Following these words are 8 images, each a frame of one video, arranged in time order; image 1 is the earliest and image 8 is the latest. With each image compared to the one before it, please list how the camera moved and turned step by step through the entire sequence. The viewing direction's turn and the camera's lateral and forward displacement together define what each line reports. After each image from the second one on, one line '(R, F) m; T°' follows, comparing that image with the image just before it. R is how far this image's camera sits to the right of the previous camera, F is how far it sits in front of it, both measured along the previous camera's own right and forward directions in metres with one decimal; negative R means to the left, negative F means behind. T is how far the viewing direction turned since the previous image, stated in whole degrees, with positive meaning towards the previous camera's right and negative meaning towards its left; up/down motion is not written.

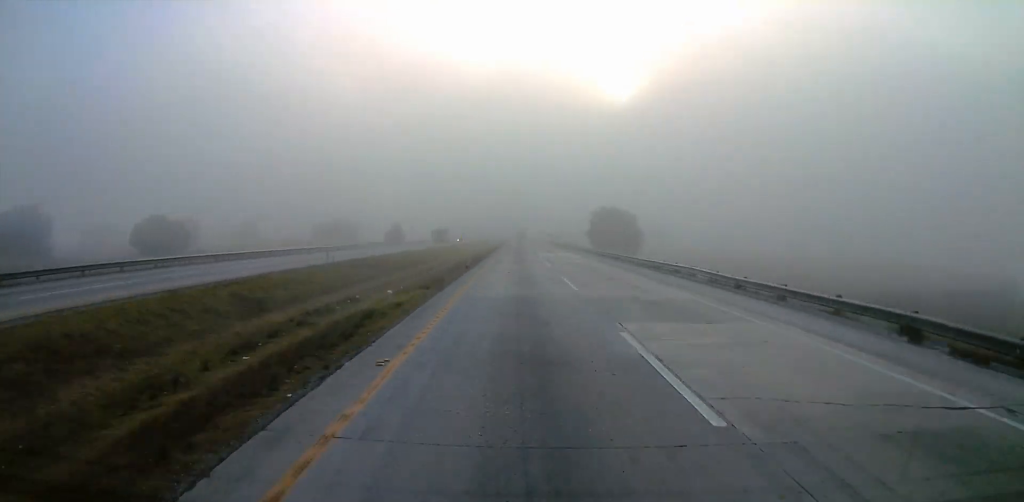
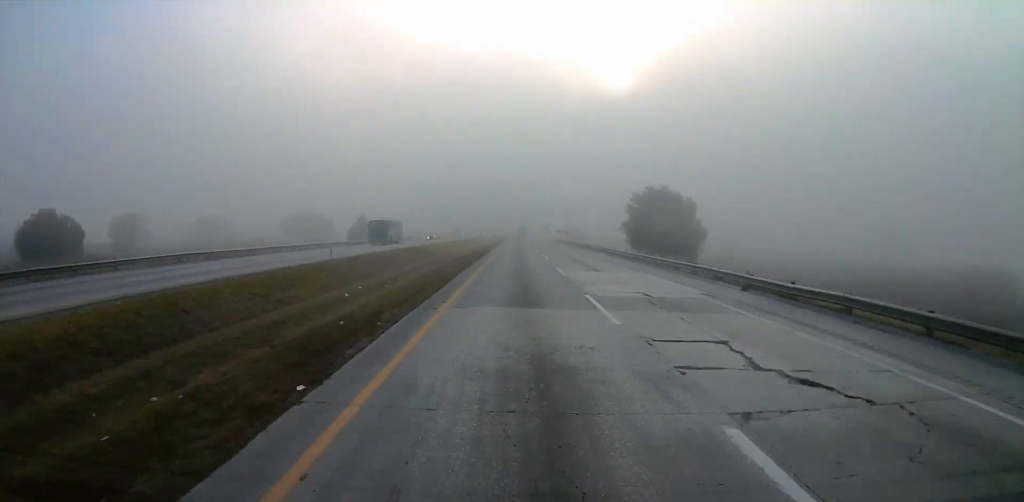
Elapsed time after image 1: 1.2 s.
(-0.3, +38.3) m; 0°
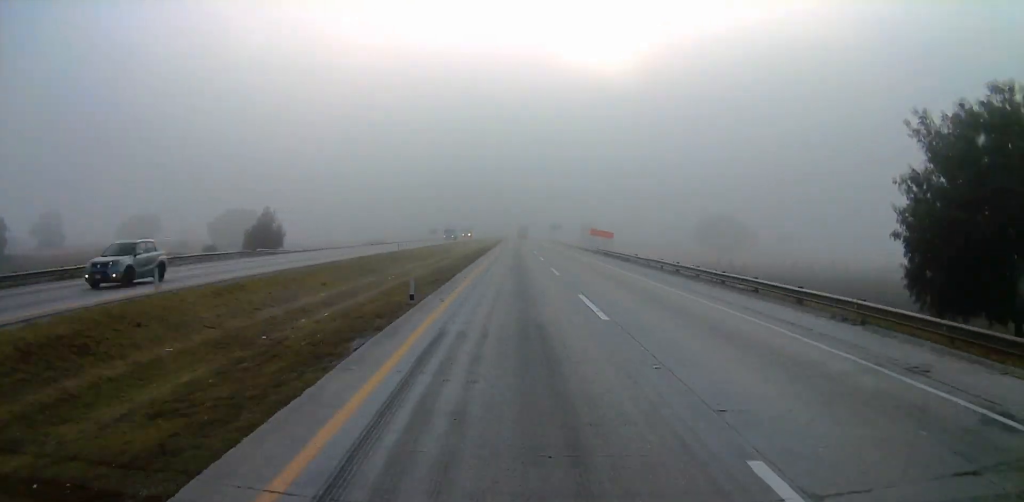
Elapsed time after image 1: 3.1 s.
(0.0, +57.9) m; -1°
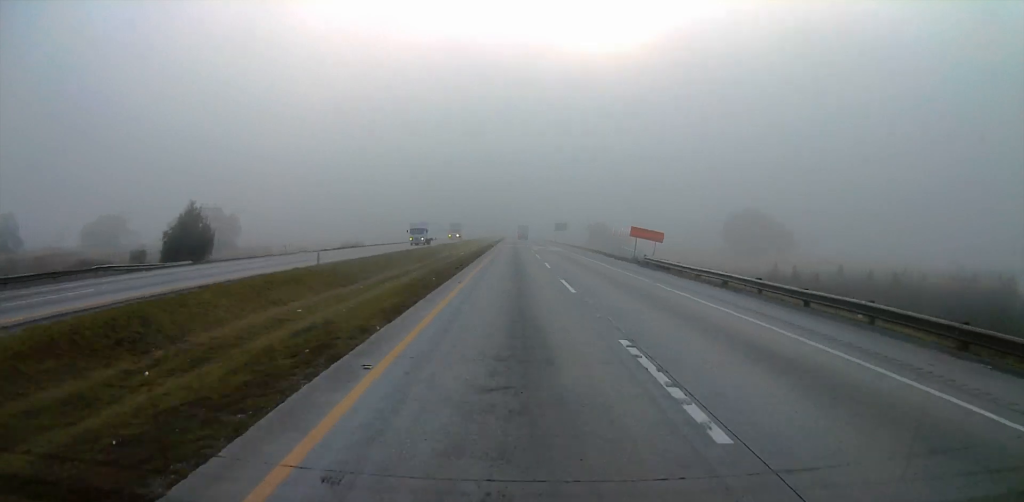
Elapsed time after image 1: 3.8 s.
(0.0, +24.1) m; 0°
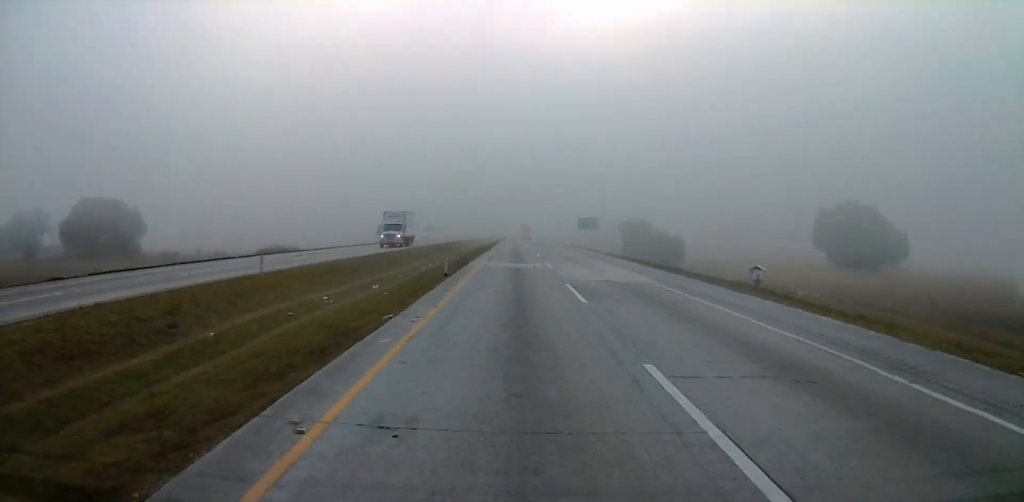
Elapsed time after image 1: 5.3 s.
(+0.1, +50.5) m; 0°
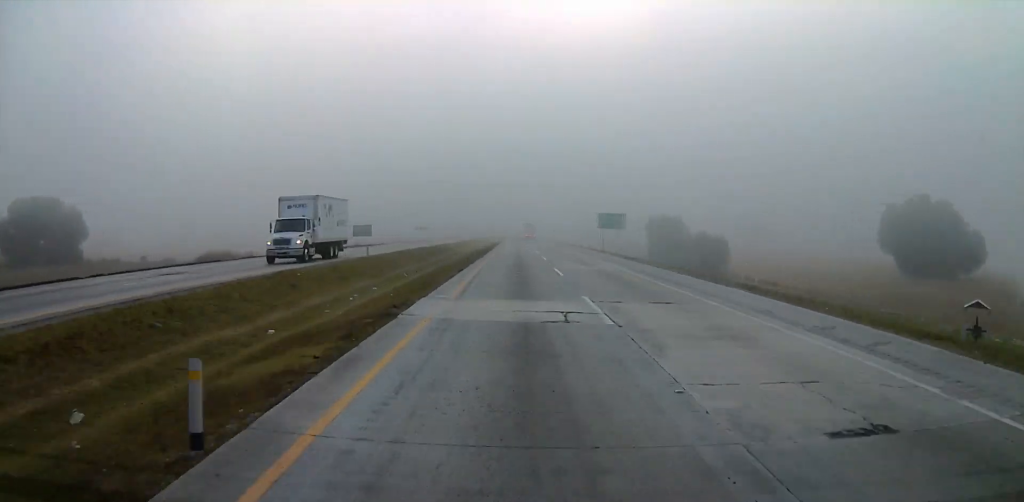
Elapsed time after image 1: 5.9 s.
(+0.1, +23.3) m; 0°
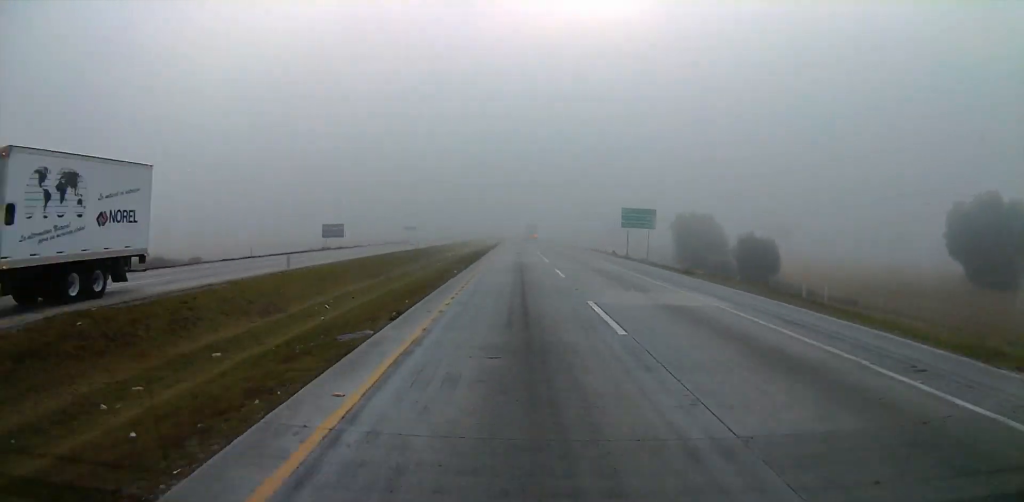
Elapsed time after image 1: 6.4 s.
(0.0, +18.6) m; 0°
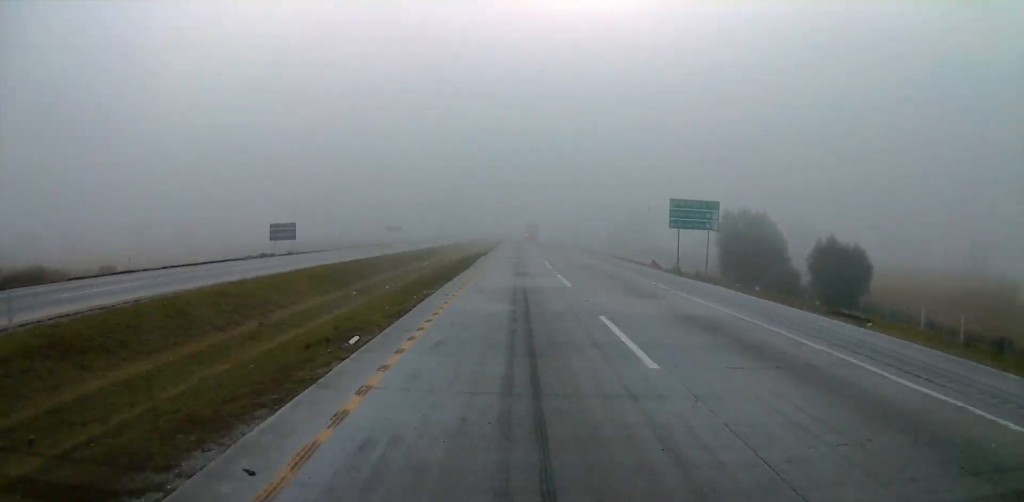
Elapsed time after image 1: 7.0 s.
(-0.1, +21.6) m; 0°
